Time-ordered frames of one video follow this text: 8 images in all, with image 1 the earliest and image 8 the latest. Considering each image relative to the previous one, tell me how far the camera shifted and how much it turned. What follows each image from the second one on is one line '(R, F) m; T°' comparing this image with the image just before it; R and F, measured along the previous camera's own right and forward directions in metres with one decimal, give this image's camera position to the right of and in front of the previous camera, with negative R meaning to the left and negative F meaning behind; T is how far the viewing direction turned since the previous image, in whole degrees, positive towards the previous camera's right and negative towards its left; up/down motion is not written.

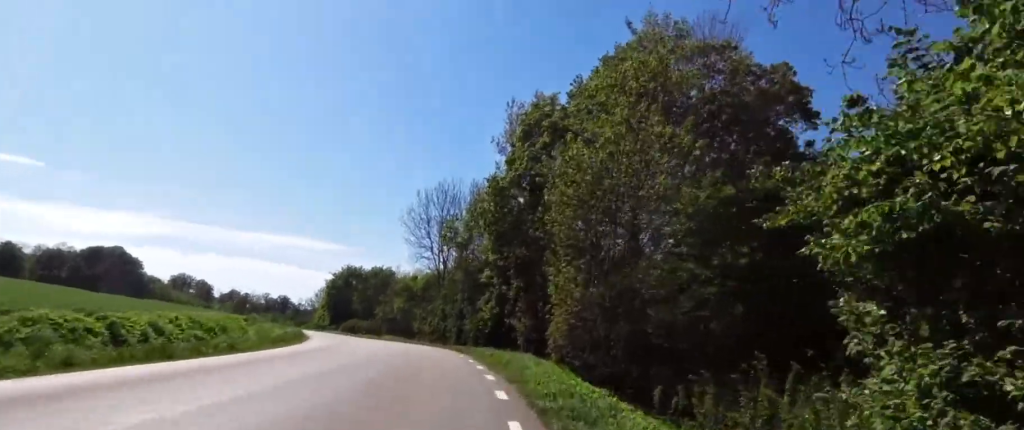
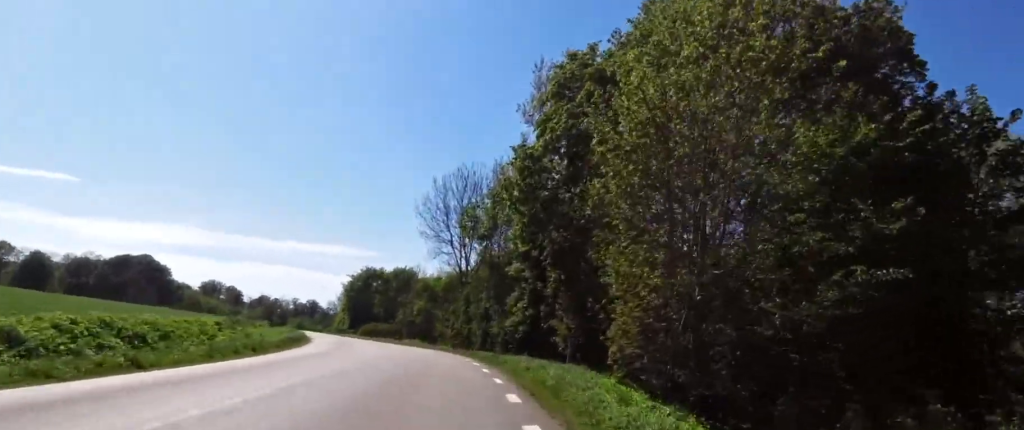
(-0.3, +6.4) m; -9°
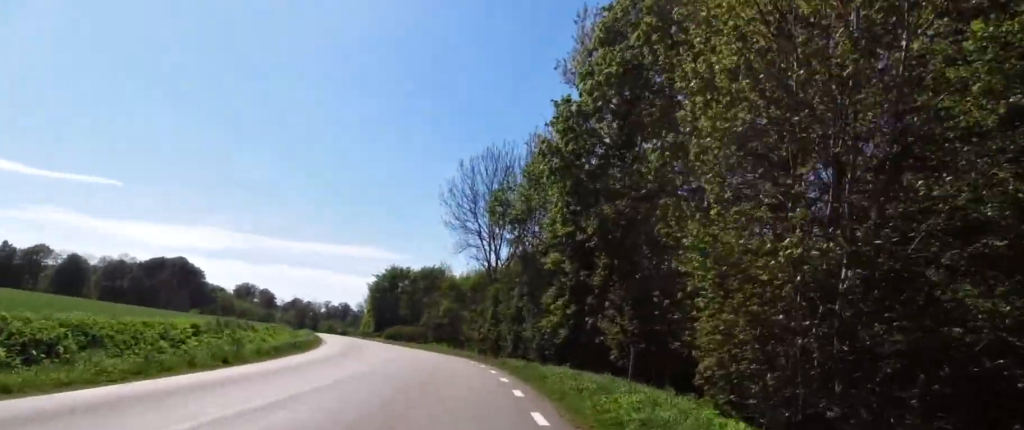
(-0.7, +4.6) m; 0°
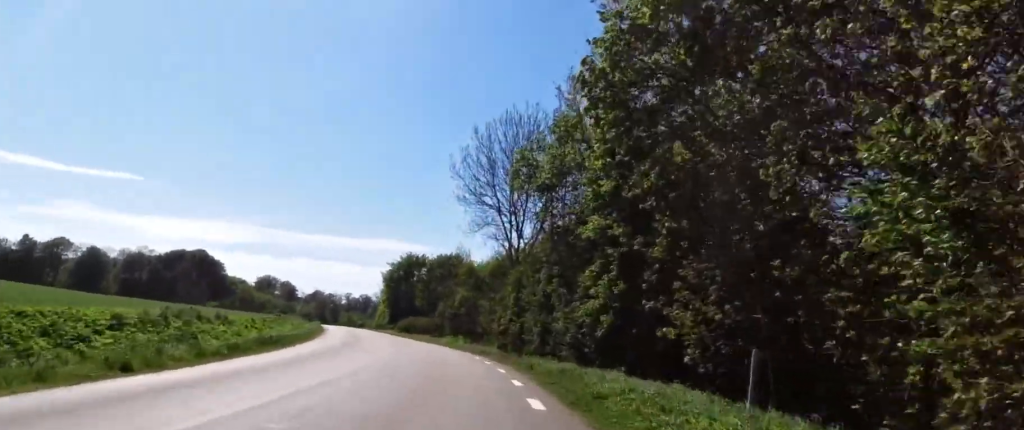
(-0.7, +5.5) m; 0°
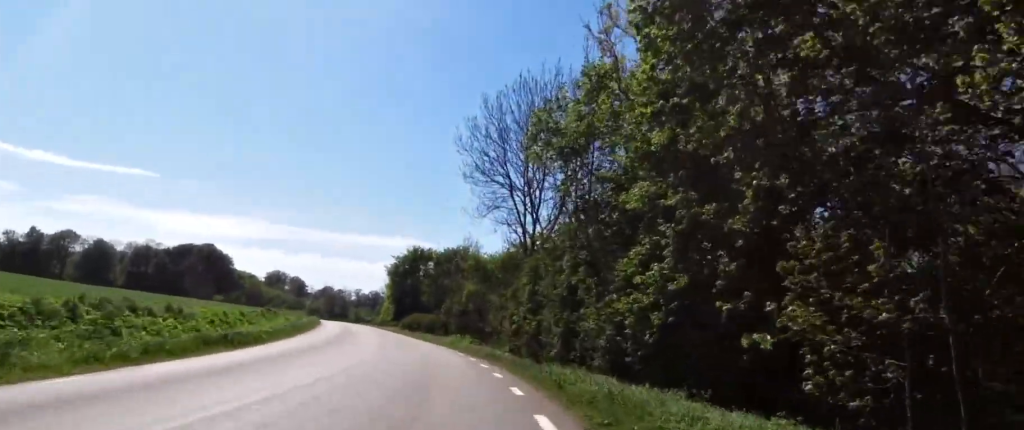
(+0.7, +4.6) m; 0°
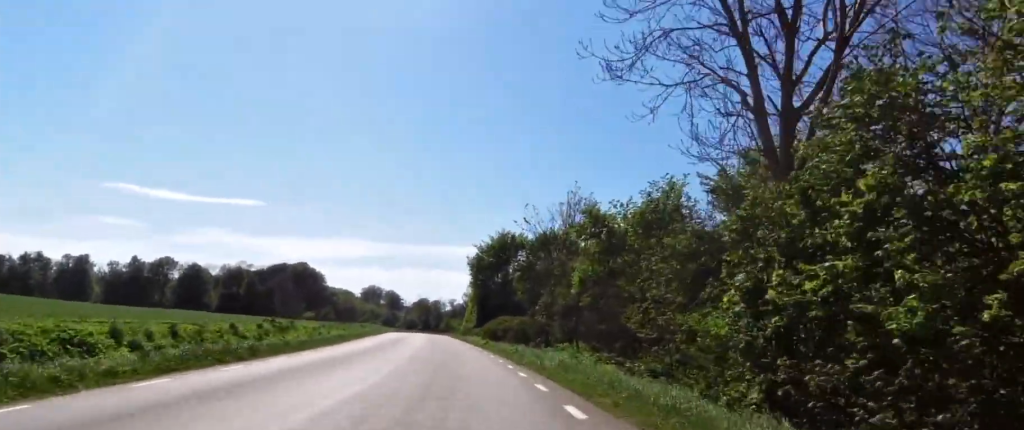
(-1.0, +17.9) m; -9°
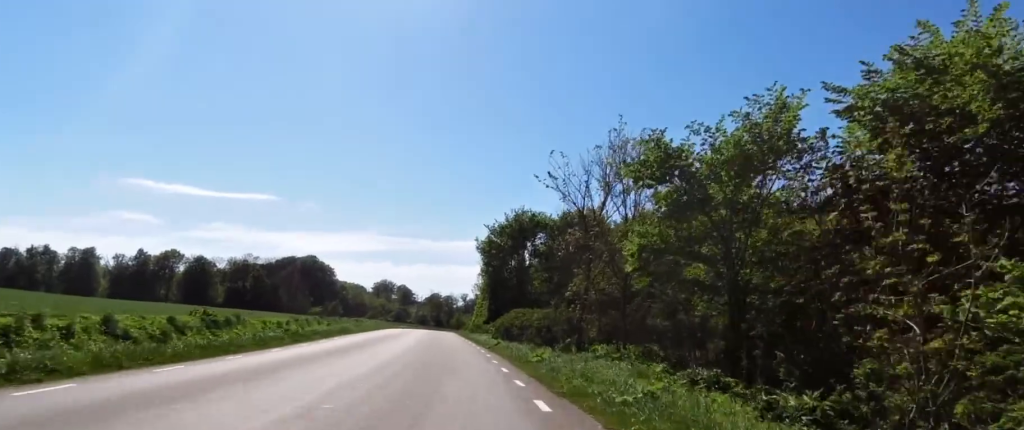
(-0.2, +8.3) m; 0°
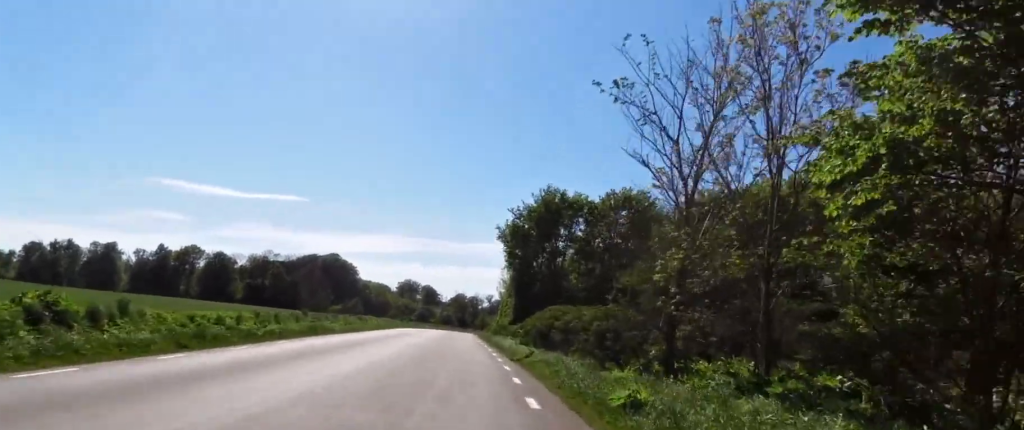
(+0.2, +9.2) m; -7°
